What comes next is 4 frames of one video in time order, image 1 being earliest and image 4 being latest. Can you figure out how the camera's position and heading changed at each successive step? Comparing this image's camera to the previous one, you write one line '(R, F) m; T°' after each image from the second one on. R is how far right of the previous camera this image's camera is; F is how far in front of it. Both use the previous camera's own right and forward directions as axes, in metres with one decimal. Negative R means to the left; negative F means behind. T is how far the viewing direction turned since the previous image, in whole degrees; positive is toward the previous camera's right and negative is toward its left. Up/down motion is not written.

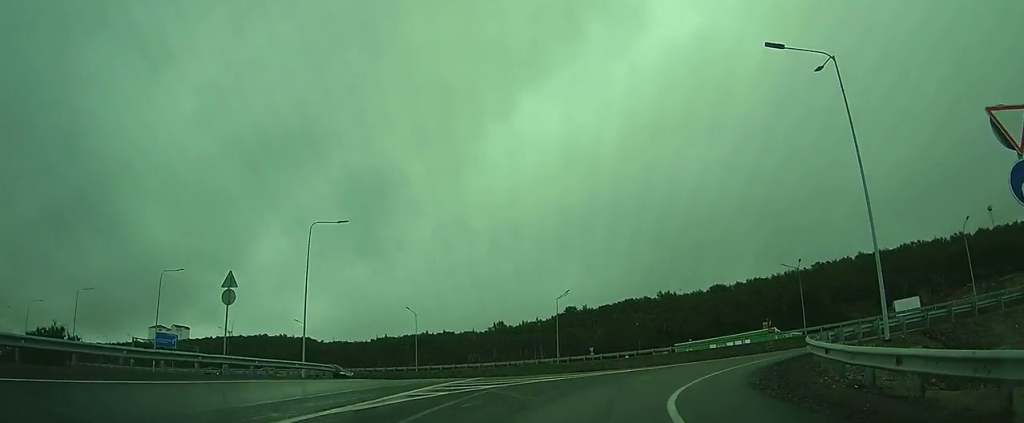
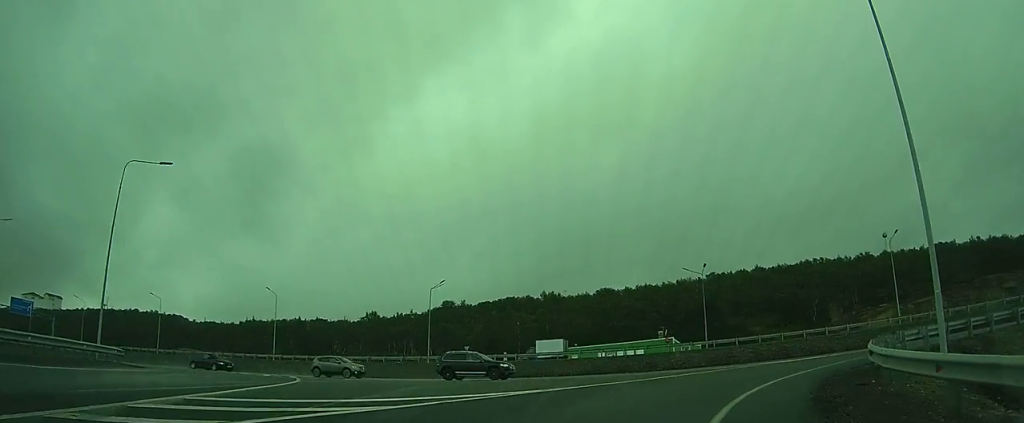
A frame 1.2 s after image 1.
(+1.0, +10.0) m; +15°
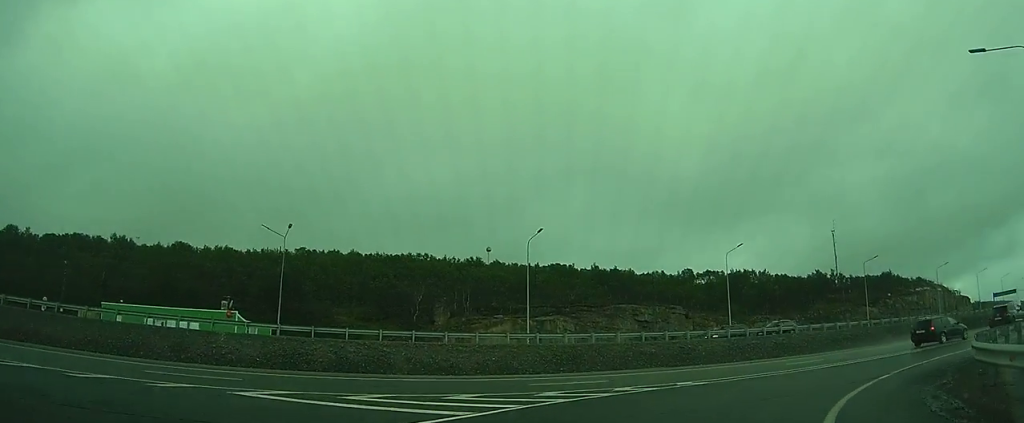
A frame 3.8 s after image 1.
(+6.9, +15.7) m; +42°
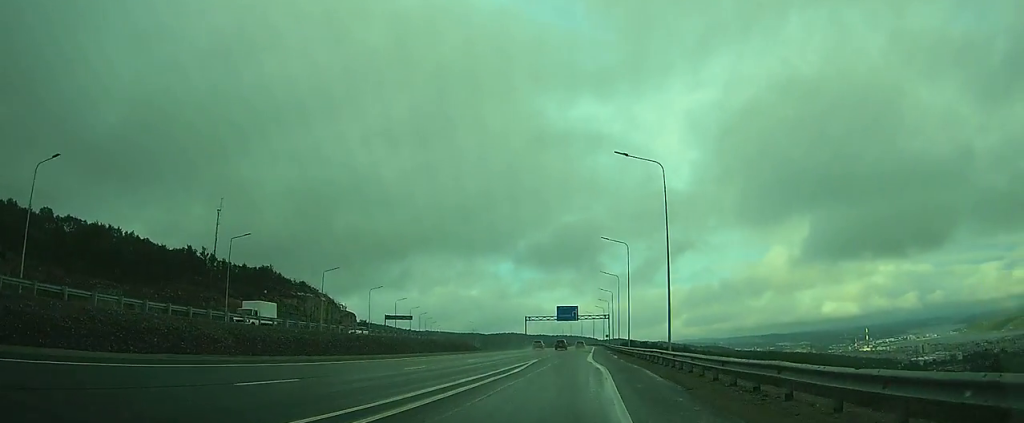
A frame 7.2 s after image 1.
(+2.9, +18.3) m; +35°
